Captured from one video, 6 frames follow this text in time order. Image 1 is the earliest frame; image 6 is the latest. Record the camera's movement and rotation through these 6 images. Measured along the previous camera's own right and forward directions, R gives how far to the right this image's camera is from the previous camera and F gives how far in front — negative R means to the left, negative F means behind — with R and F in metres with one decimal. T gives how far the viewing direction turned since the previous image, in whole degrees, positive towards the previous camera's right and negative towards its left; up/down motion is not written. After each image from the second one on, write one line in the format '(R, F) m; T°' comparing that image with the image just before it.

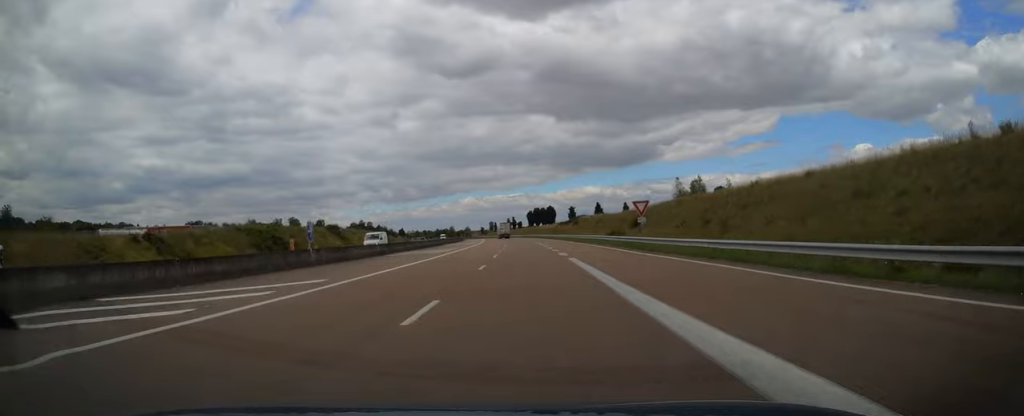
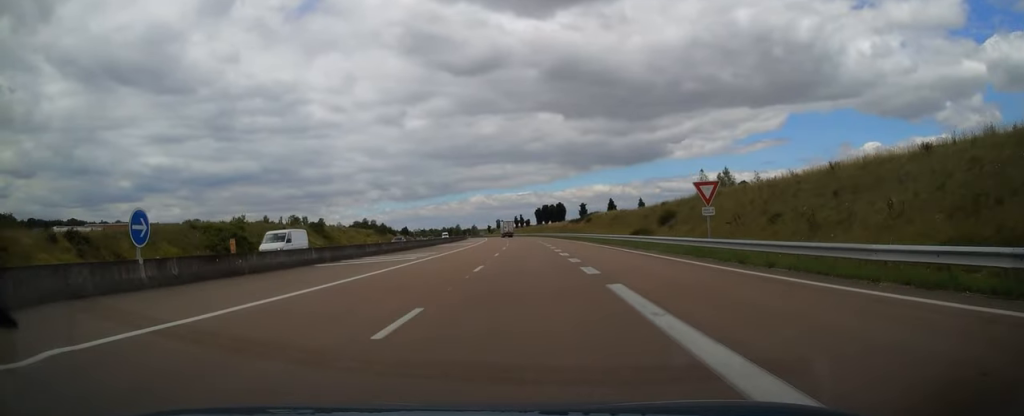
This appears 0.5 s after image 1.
(-0.1, +14.2) m; -1°
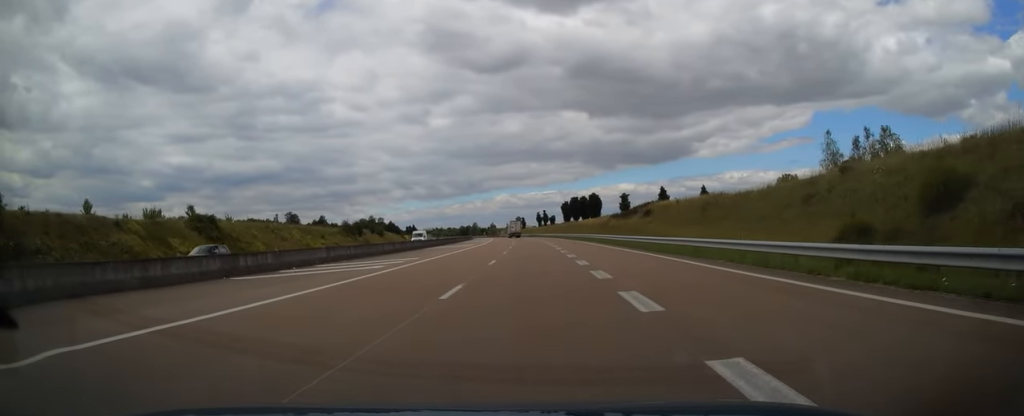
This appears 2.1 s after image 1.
(-1.3, +47.4) m; -2°
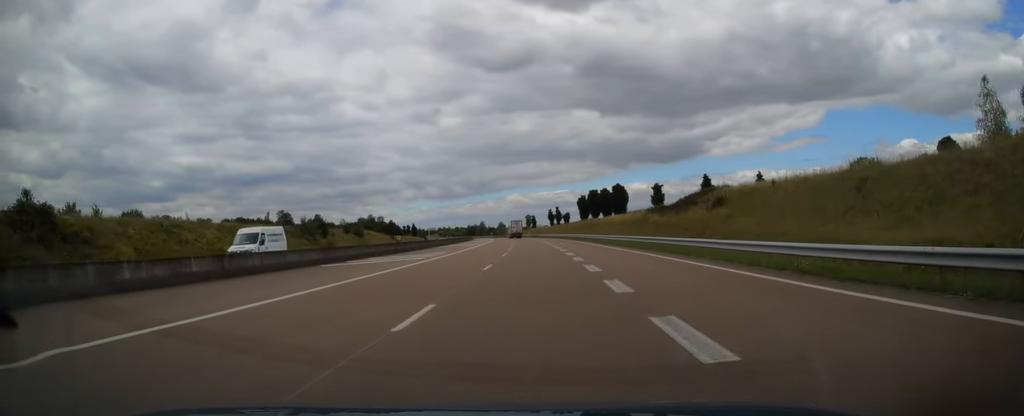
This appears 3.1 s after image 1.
(-0.1, +29.9) m; -1°
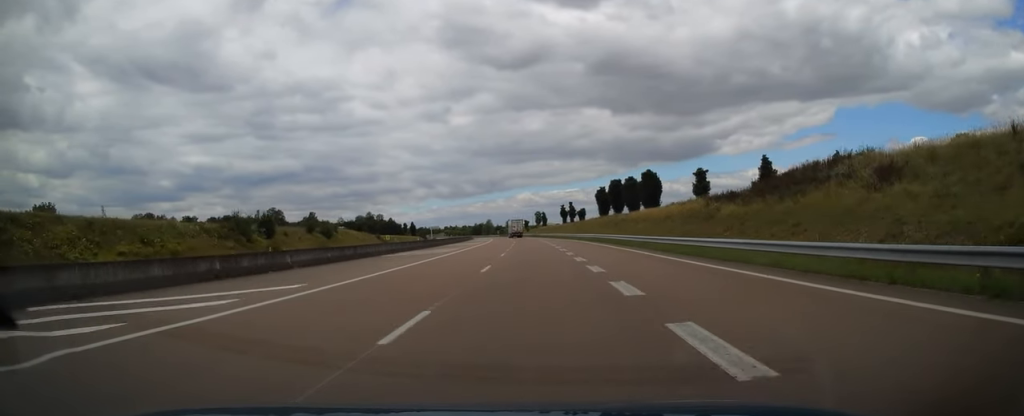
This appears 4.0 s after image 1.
(-0.4, +26.9) m; -2°
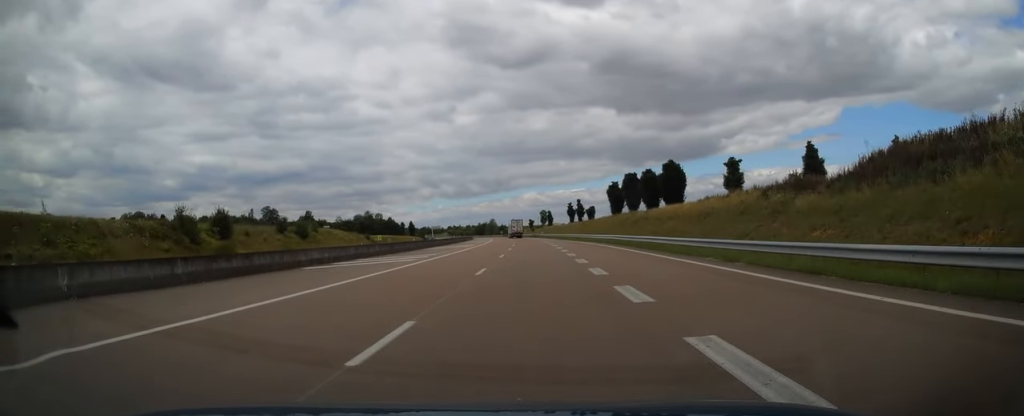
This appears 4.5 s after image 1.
(-0.1, +14.2) m; -1°
